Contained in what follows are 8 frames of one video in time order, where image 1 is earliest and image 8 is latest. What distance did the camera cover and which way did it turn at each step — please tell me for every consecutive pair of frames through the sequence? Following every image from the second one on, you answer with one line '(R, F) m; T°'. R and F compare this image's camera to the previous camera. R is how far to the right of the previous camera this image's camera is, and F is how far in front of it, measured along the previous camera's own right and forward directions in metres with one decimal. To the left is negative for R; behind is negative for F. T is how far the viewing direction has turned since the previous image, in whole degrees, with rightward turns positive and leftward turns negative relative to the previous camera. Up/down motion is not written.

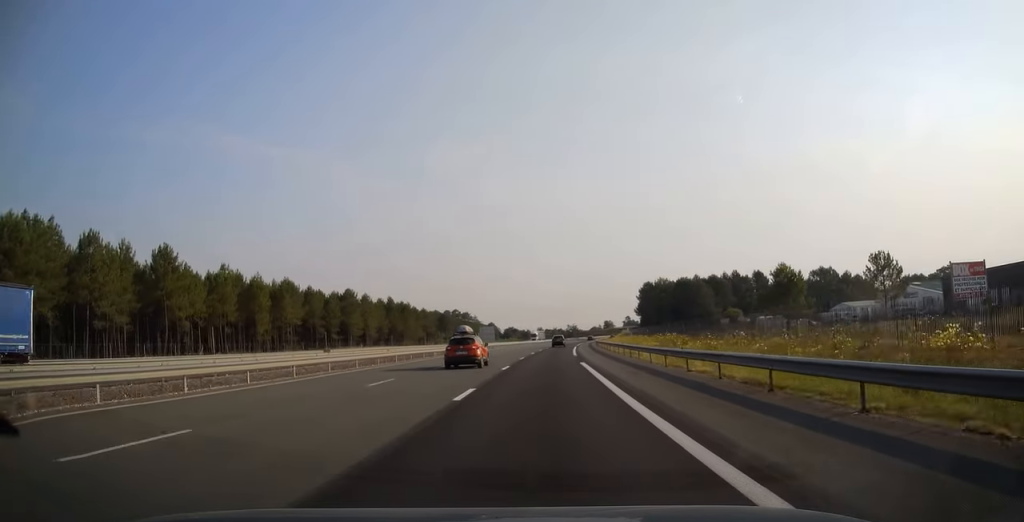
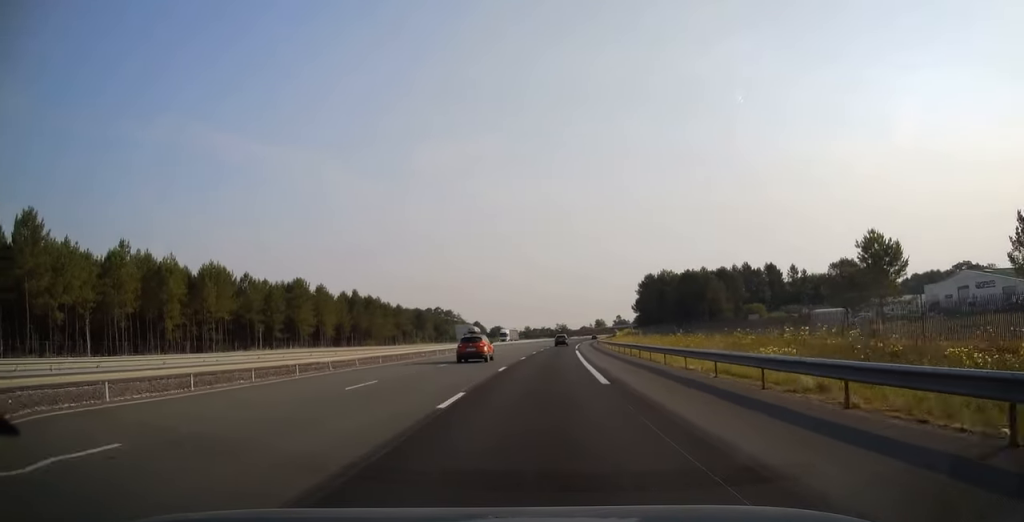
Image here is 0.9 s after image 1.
(+0.3, +27.5) m; +1°
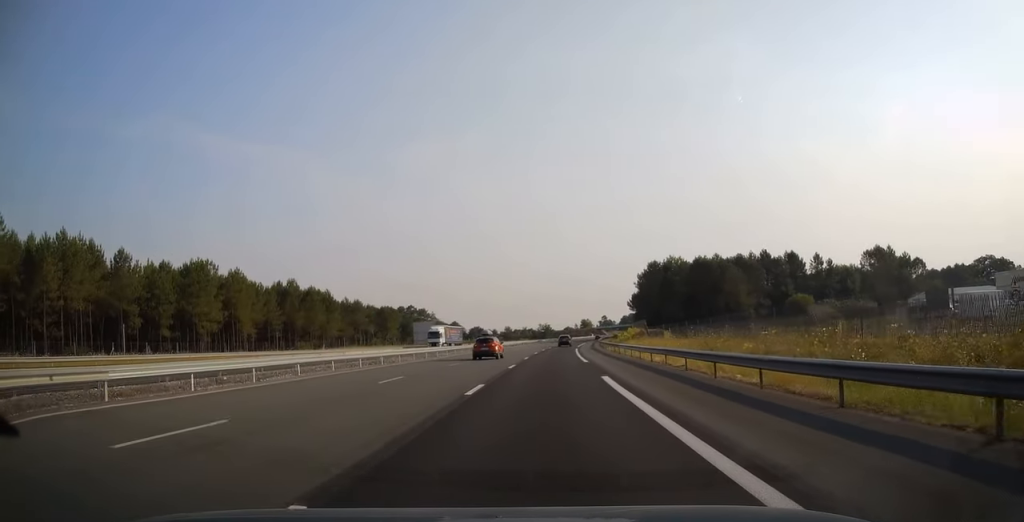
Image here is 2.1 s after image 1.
(+0.5, +35.8) m; +2°
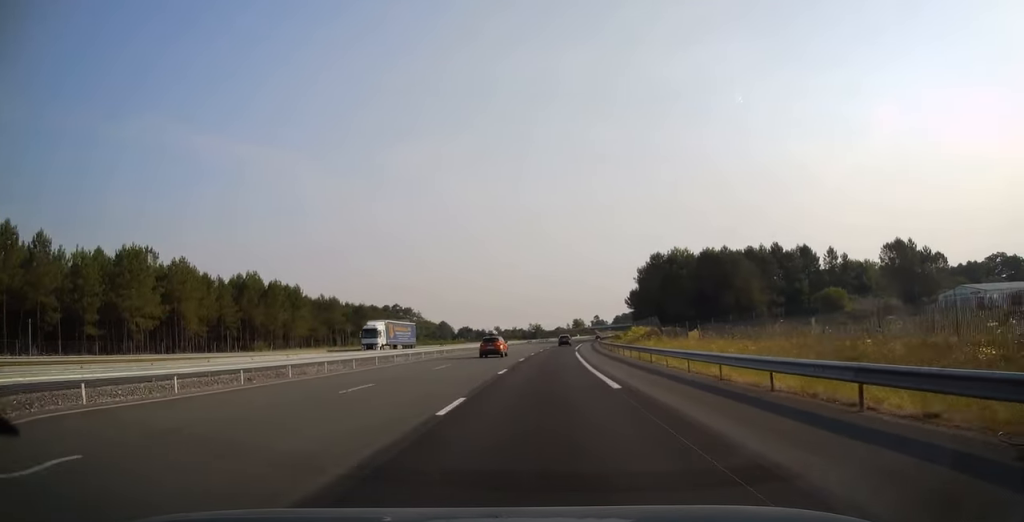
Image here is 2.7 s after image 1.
(0.0, +16.7) m; +1°
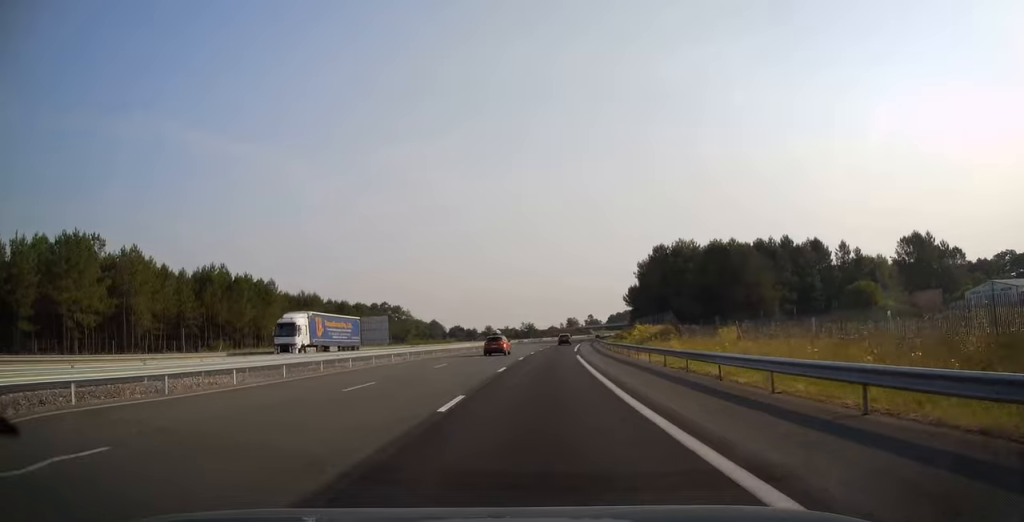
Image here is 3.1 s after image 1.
(+0.2, +12.3) m; +1°
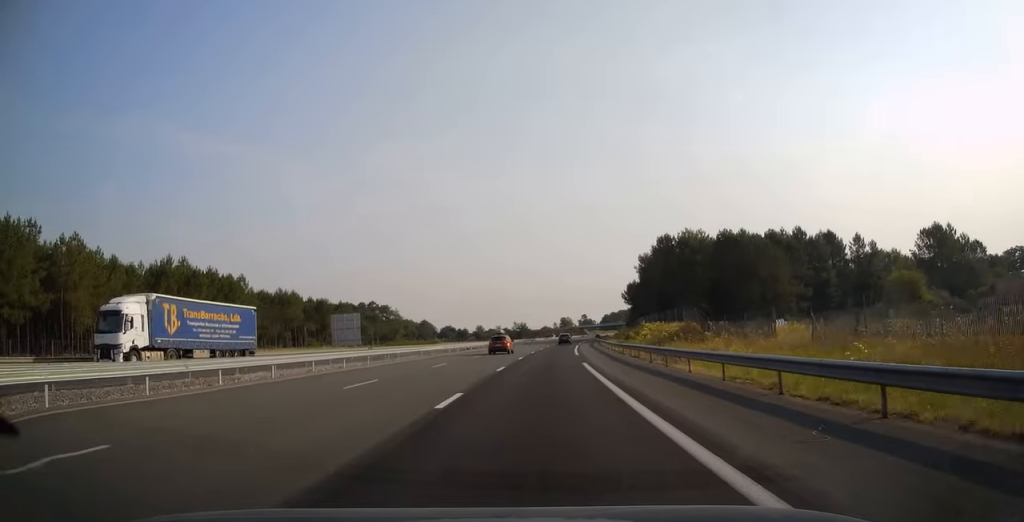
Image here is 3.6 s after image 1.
(0.0, +12.8) m; +1°
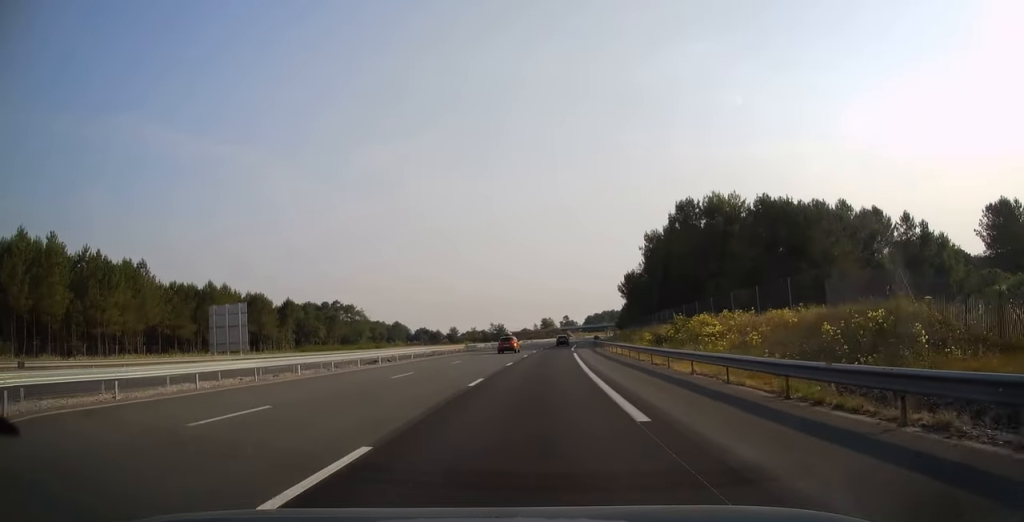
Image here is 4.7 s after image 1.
(+0.4, +32.9) m; +2°
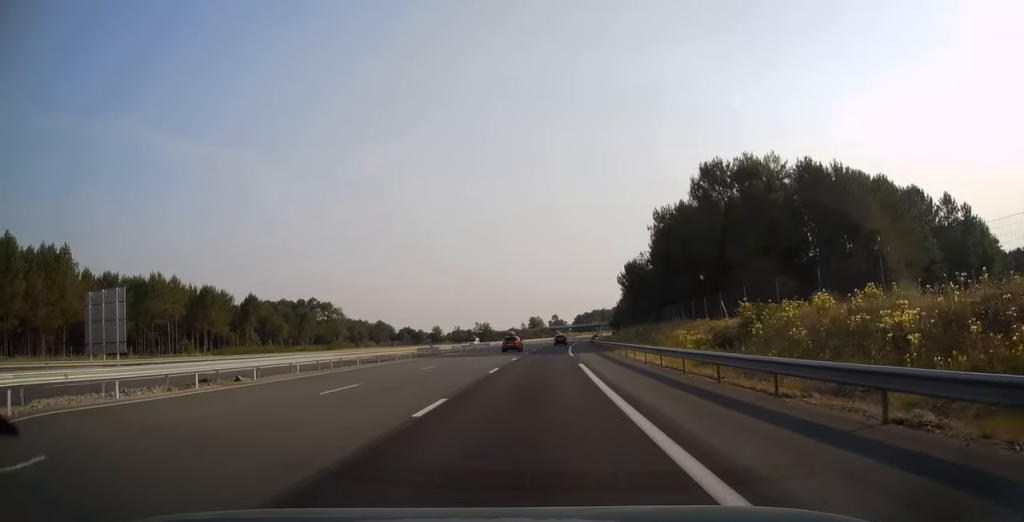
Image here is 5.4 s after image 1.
(+0.4, +19.6) m; +1°
